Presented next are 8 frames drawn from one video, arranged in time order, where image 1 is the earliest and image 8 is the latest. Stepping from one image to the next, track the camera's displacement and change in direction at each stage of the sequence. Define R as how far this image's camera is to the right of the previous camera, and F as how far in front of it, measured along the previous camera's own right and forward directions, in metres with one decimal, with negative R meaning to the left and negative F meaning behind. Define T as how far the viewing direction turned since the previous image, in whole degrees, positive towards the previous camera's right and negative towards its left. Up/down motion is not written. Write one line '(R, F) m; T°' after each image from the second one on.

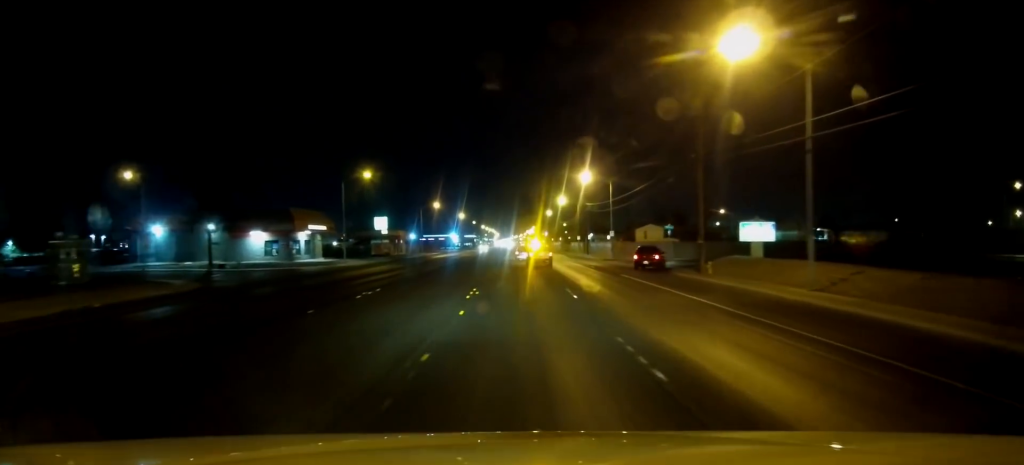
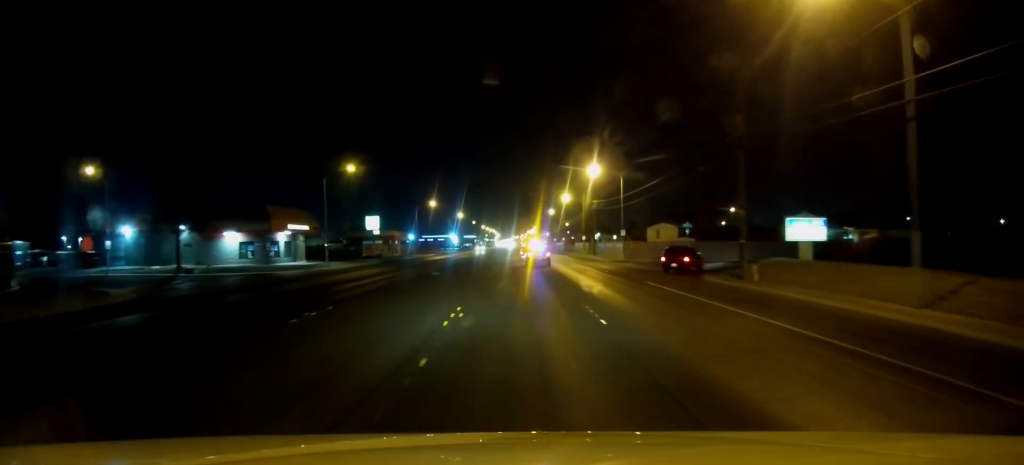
(0.0, +6.2) m; 0°
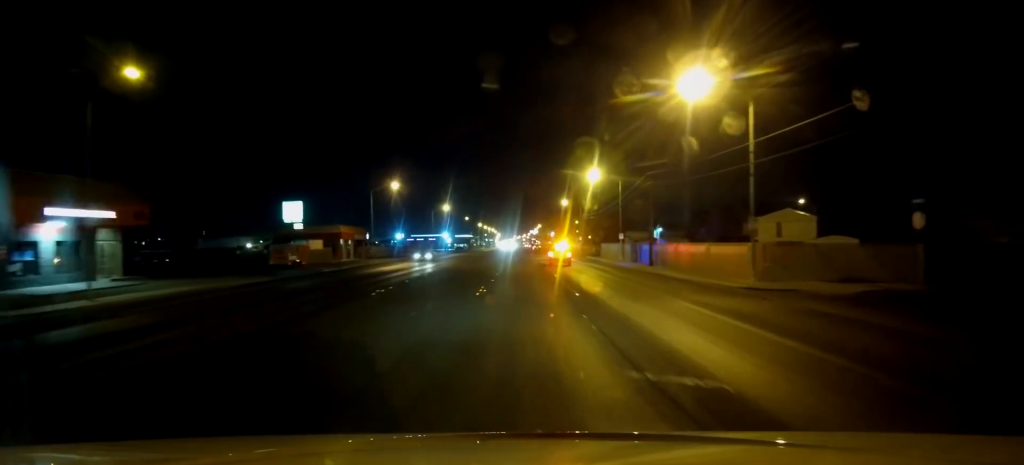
(-0.1, +33.9) m; 0°
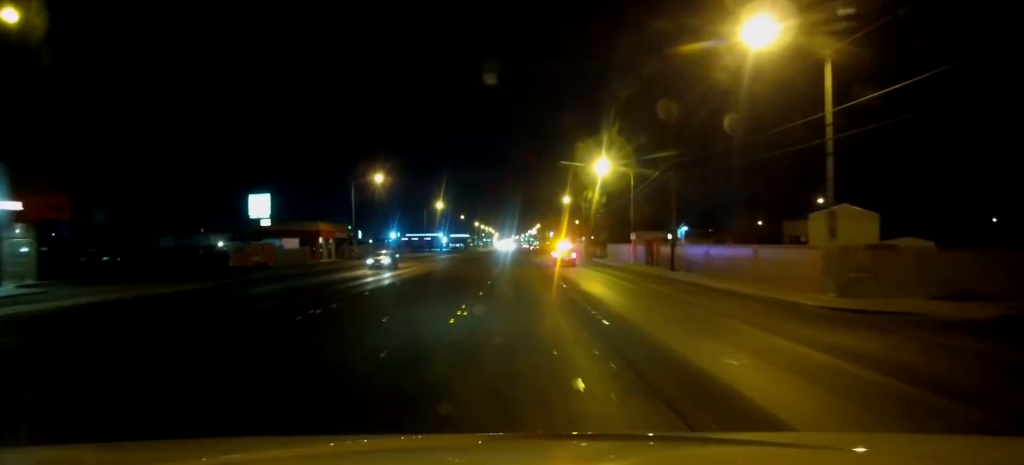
(0.0, +7.7) m; 0°
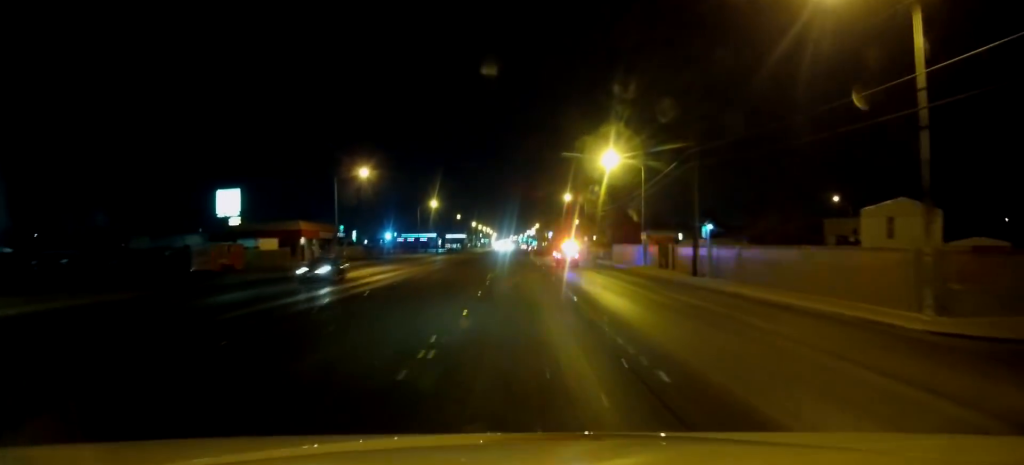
(0.0, +5.8) m; 0°
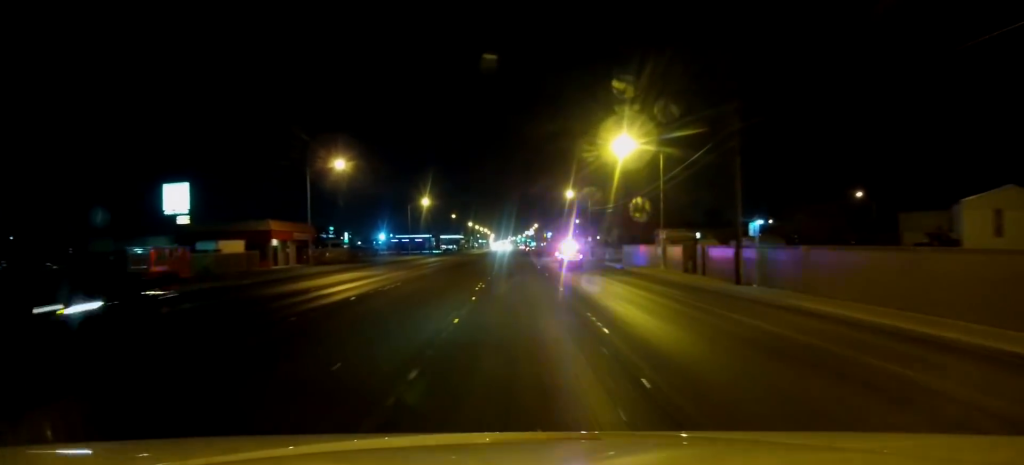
(0.0, +7.6) m; 0°
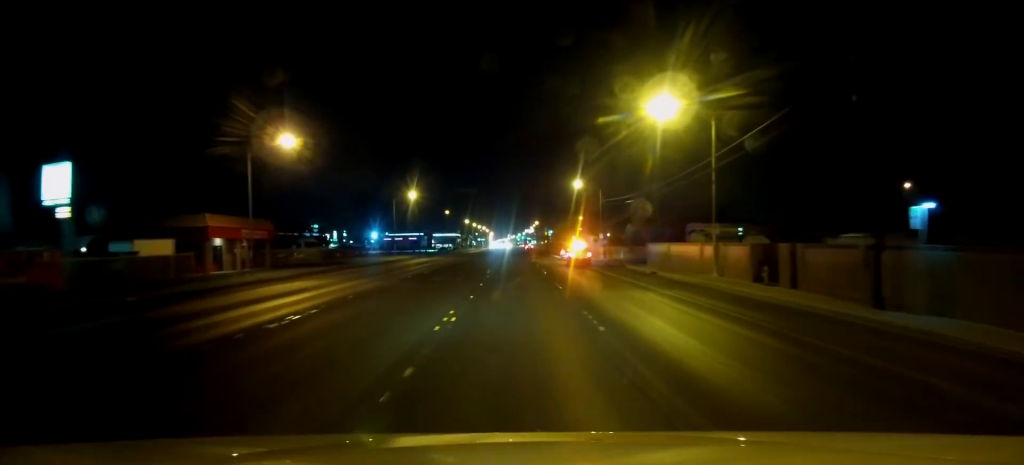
(-0.1, +12.3) m; 0°
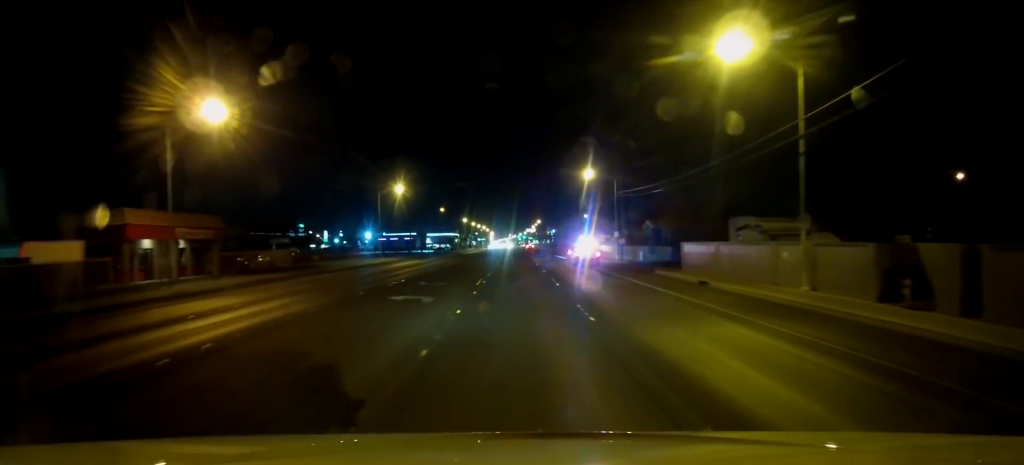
(0.0, +11.0) m; 0°
